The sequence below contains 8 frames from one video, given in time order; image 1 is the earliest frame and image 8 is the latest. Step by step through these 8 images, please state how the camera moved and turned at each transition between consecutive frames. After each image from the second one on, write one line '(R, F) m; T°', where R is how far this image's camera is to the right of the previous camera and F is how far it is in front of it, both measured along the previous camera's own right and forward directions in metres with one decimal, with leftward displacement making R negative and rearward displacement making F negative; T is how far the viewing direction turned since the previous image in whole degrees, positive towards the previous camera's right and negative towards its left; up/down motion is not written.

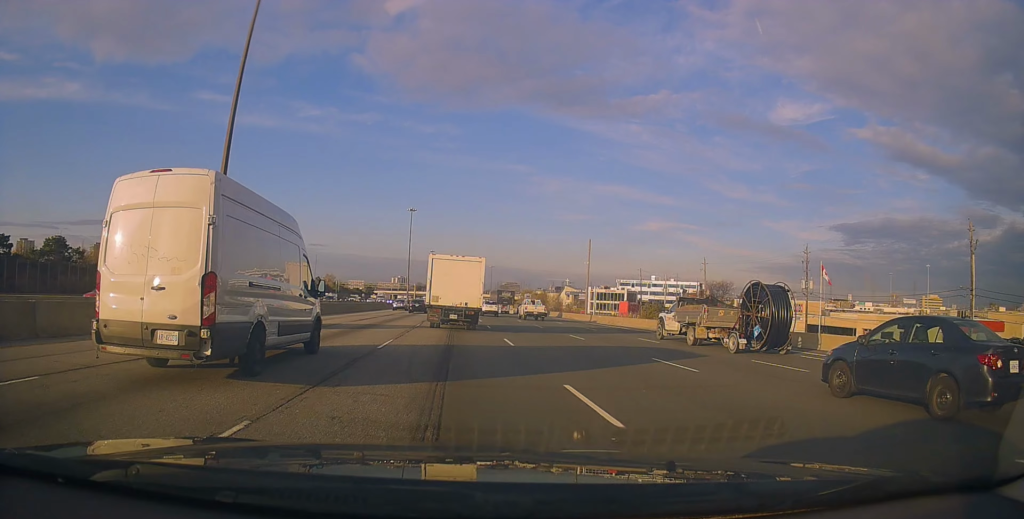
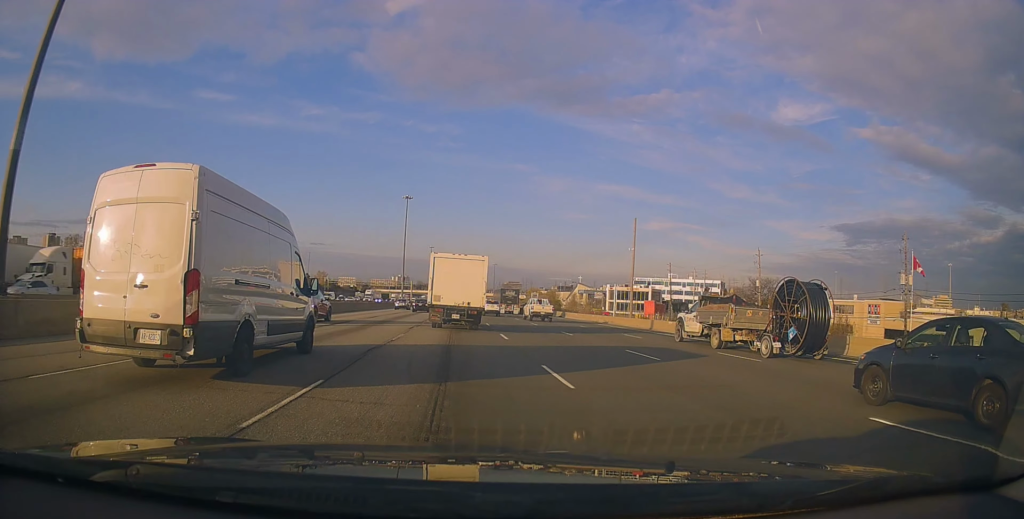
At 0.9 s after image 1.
(+0.5, +21.0) m; +1°
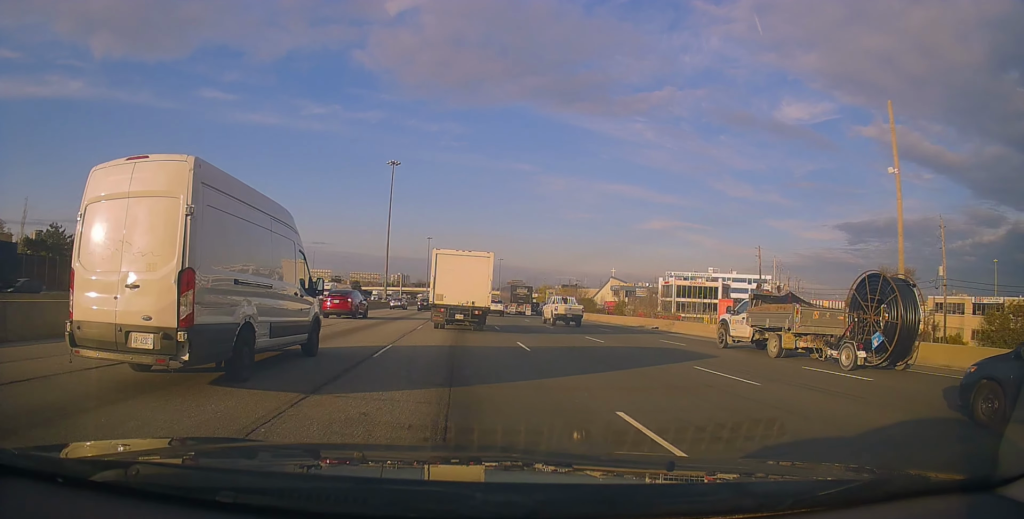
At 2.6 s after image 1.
(-1.3, +41.3) m; -2°
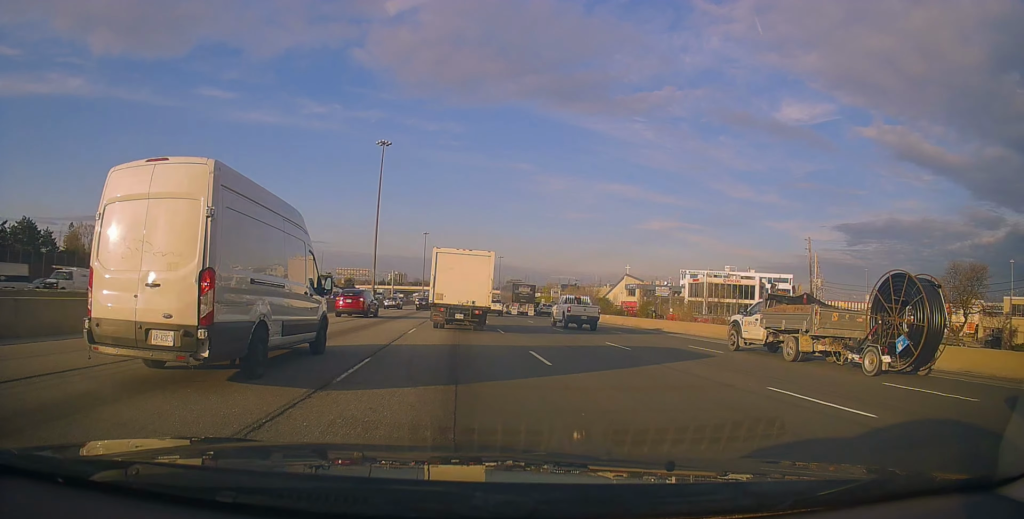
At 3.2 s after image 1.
(0.0, +16.0) m; 0°
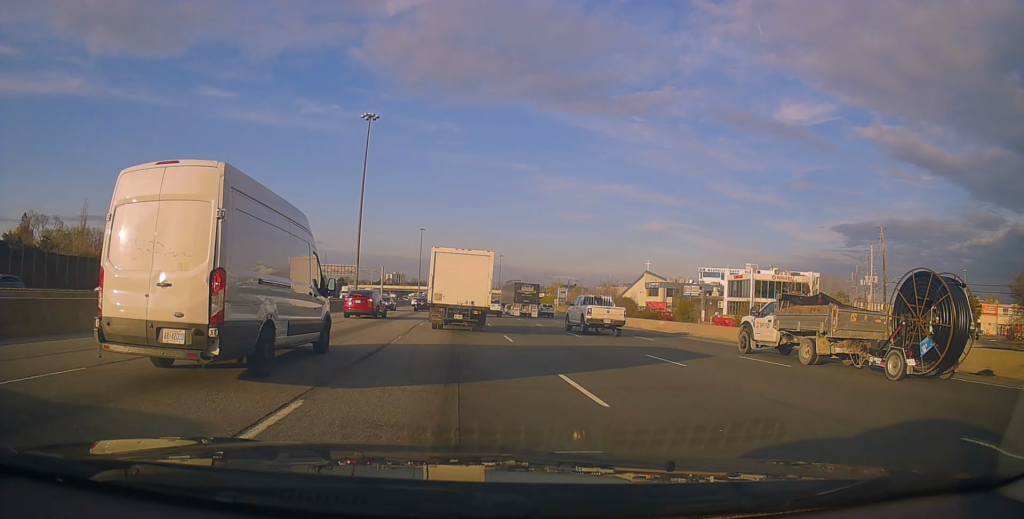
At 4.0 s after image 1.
(+0.5, +17.3) m; +1°
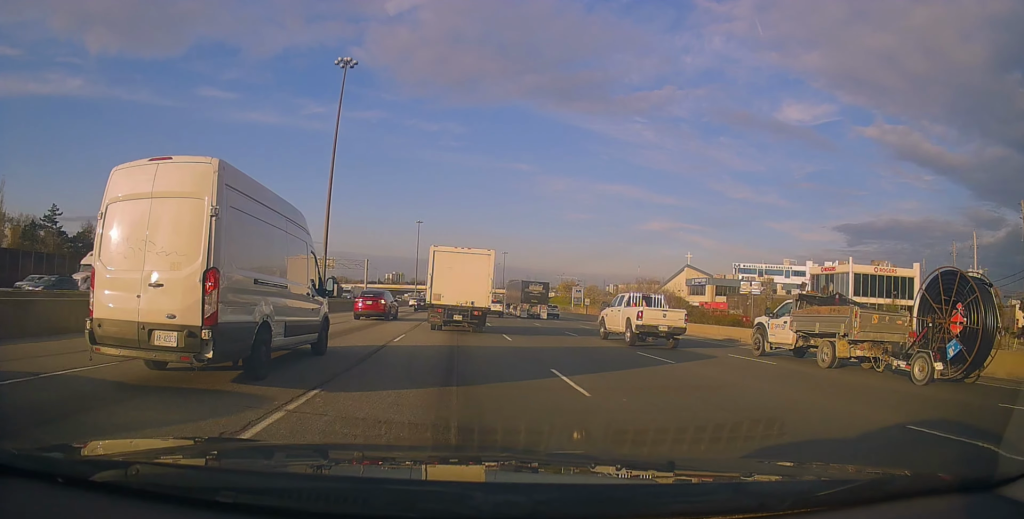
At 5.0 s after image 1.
(-0.3, +23.5) m; -1°
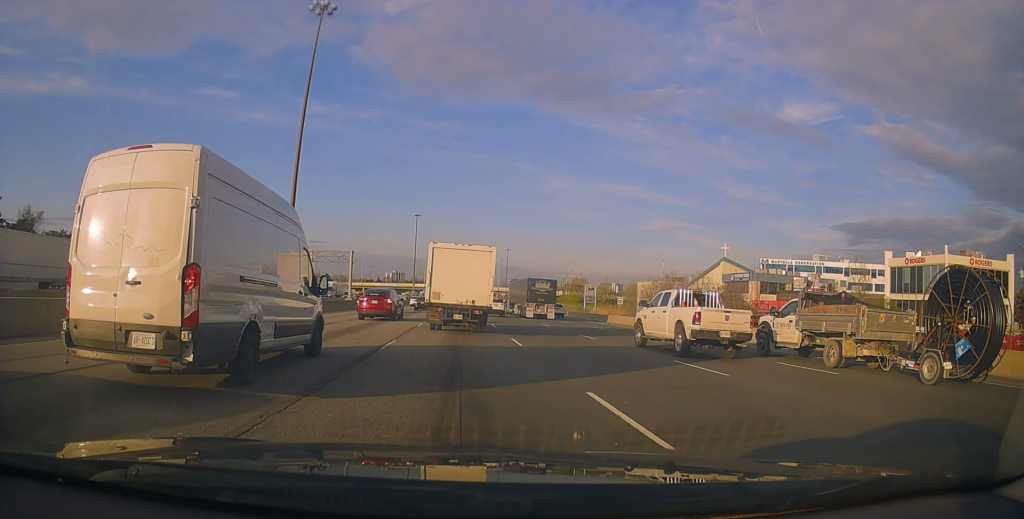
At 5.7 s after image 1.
(0.0, +15.1) m; 0°
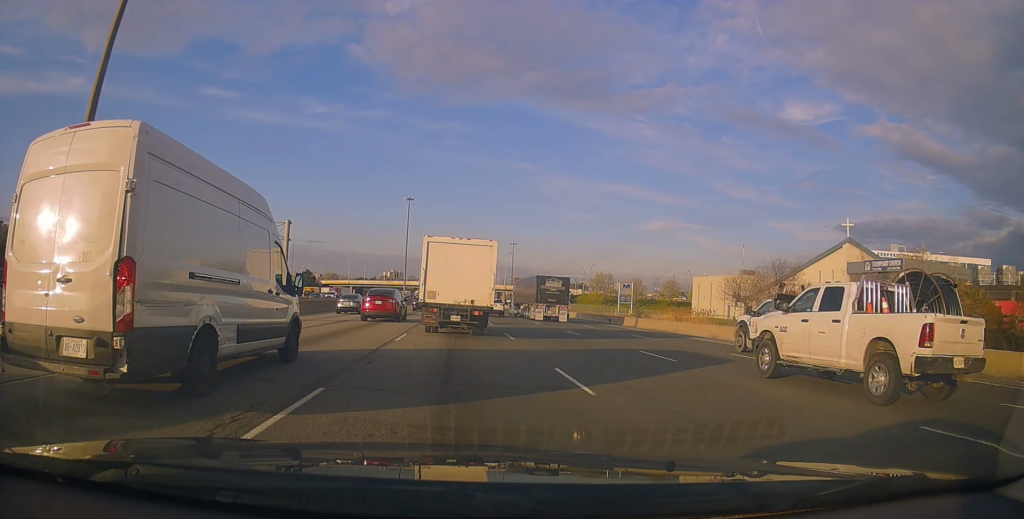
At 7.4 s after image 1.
(+0.1, +34.4) m; 0°
